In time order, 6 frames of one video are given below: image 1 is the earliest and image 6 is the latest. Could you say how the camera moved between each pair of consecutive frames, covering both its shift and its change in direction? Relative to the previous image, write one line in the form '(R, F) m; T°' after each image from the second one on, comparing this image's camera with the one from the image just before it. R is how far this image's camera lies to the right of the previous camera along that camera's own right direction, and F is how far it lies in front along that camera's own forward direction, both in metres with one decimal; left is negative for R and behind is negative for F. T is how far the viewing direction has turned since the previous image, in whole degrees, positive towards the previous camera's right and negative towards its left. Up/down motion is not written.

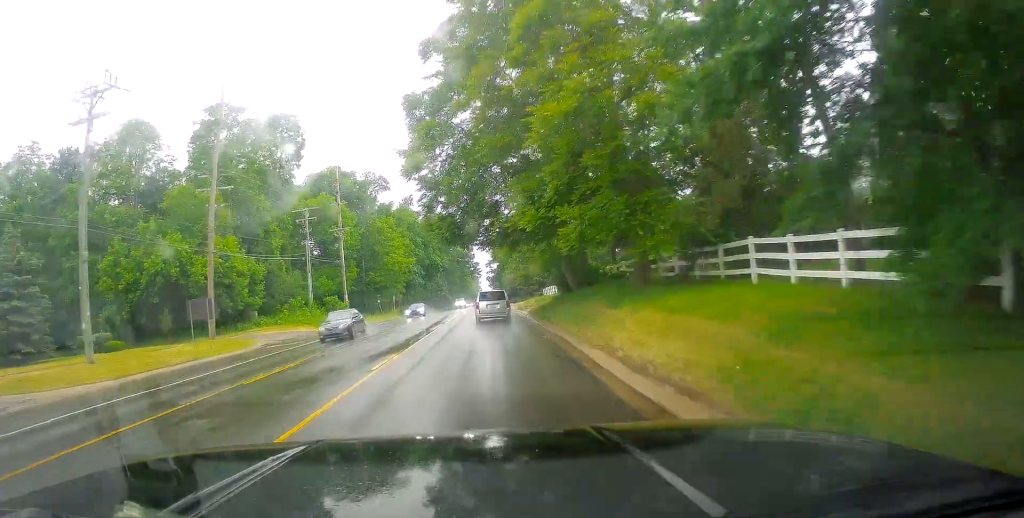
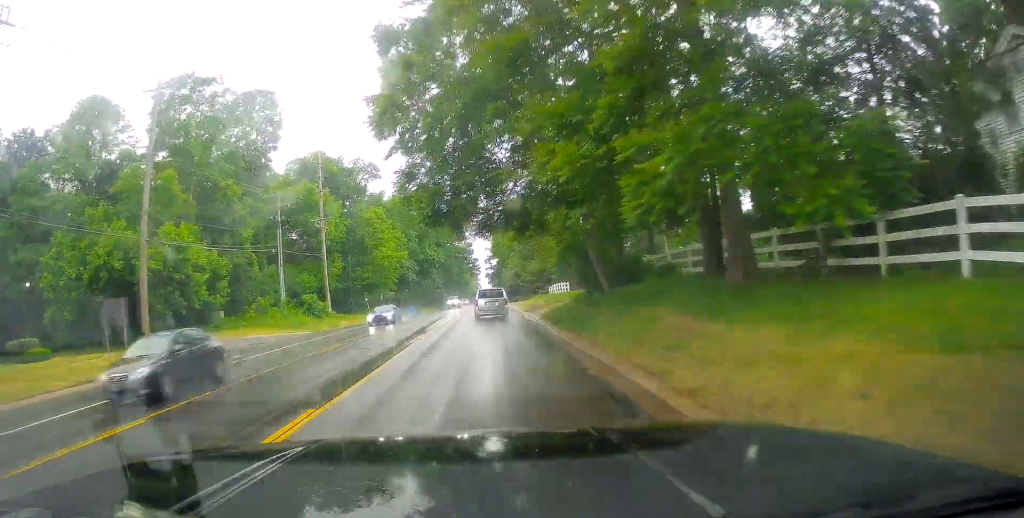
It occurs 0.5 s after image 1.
(+0.1, +8.6) m; 0°
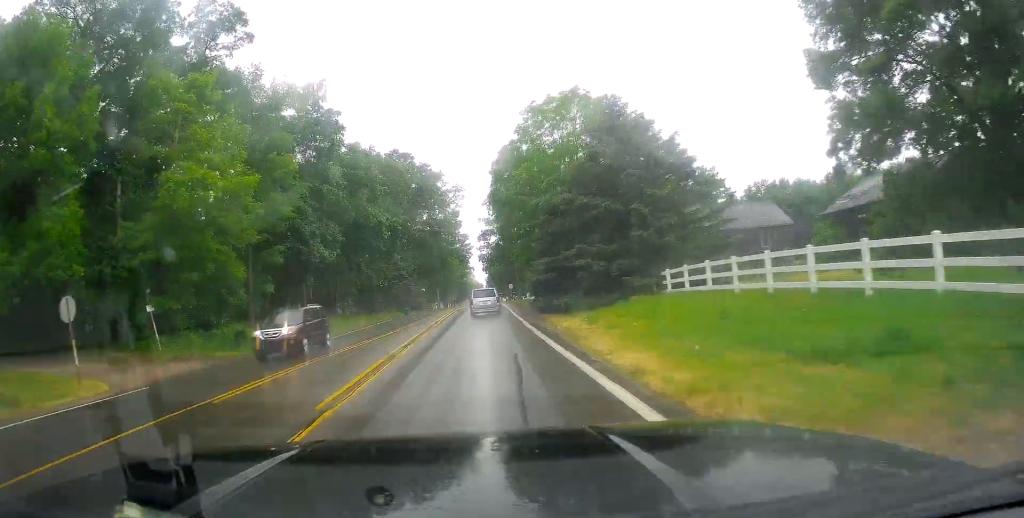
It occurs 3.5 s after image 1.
(-0.9, +51.8) m; -1°
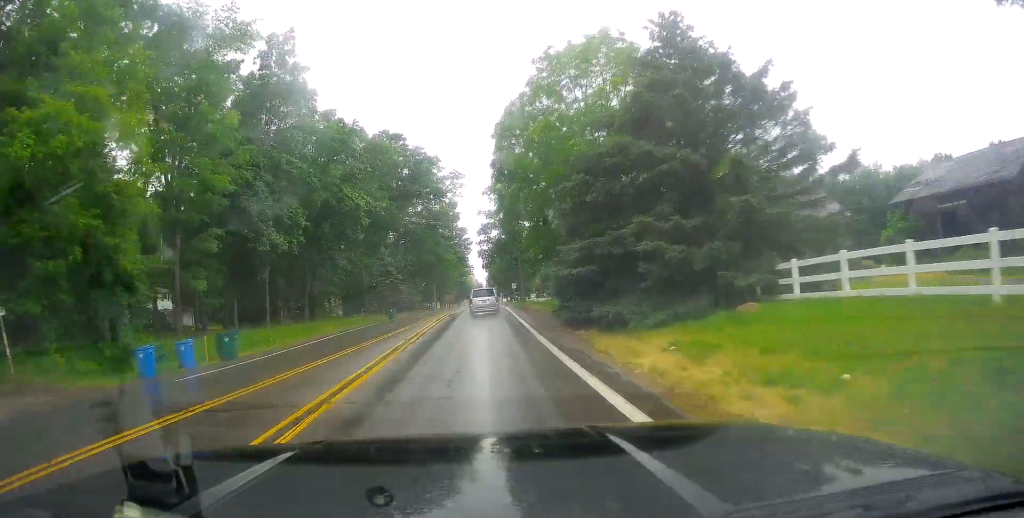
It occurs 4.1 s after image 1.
(-0.1, +11.1) m; +1°
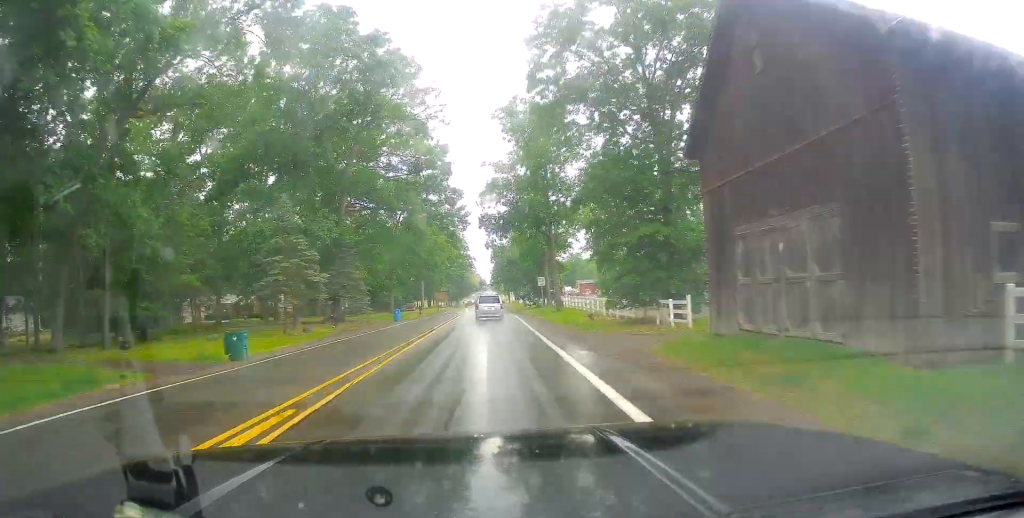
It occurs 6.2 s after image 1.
(+1.2, +39.3) m; +2°
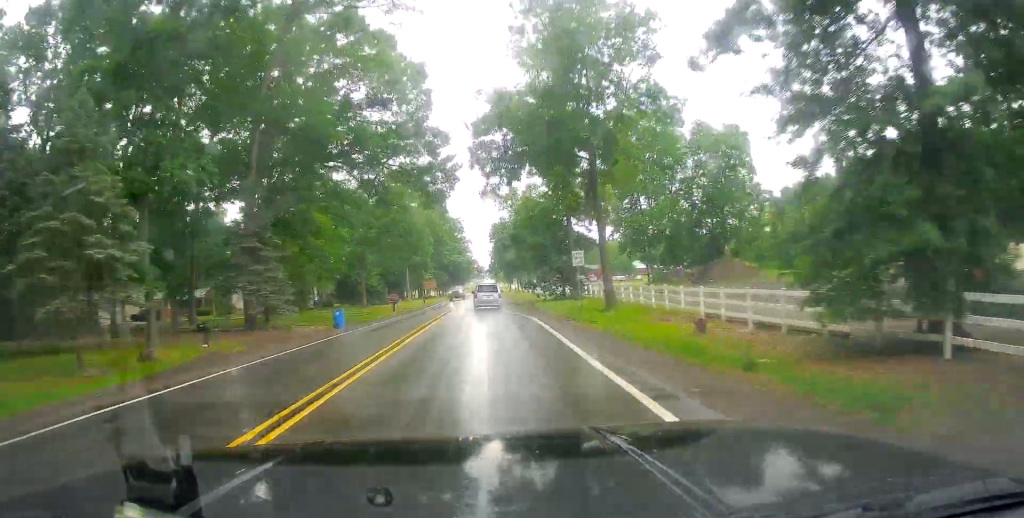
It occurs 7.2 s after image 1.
(-0.1, +21.2) m; -2°
